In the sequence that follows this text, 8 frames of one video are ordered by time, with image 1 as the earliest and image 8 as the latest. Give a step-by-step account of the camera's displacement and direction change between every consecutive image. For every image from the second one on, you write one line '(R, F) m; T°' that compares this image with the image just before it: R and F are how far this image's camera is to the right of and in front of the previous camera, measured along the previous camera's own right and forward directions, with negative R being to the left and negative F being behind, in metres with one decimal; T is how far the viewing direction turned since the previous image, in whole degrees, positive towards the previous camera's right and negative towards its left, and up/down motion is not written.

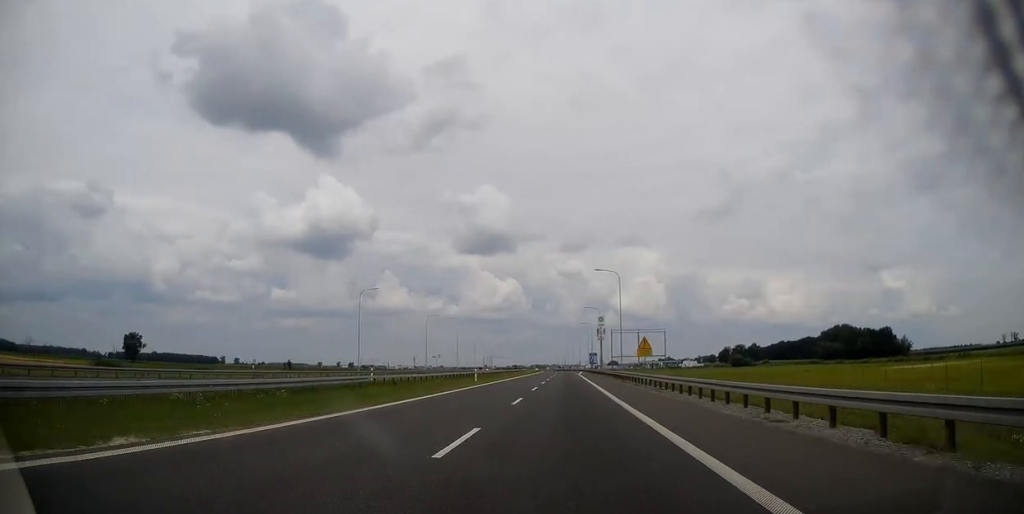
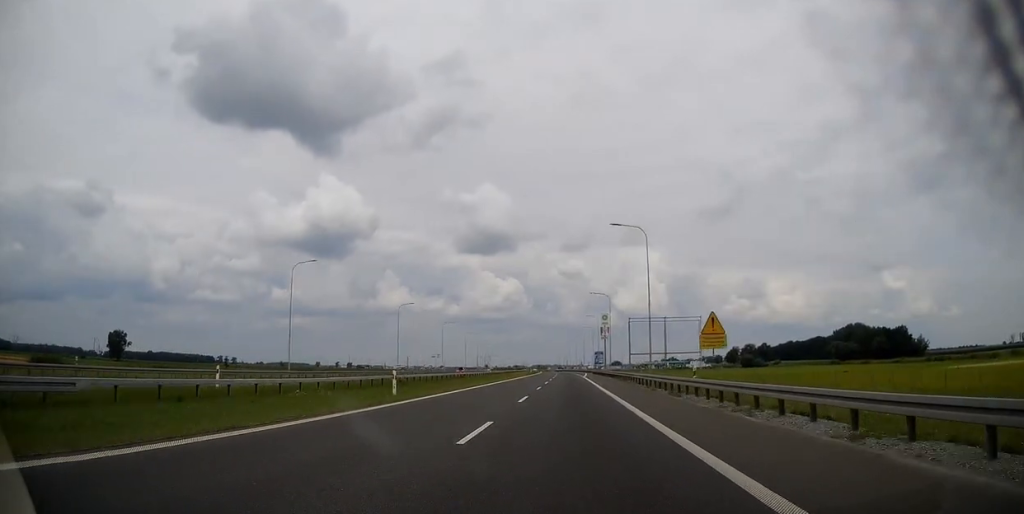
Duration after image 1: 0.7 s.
(0.0, +23.0) m; 0°
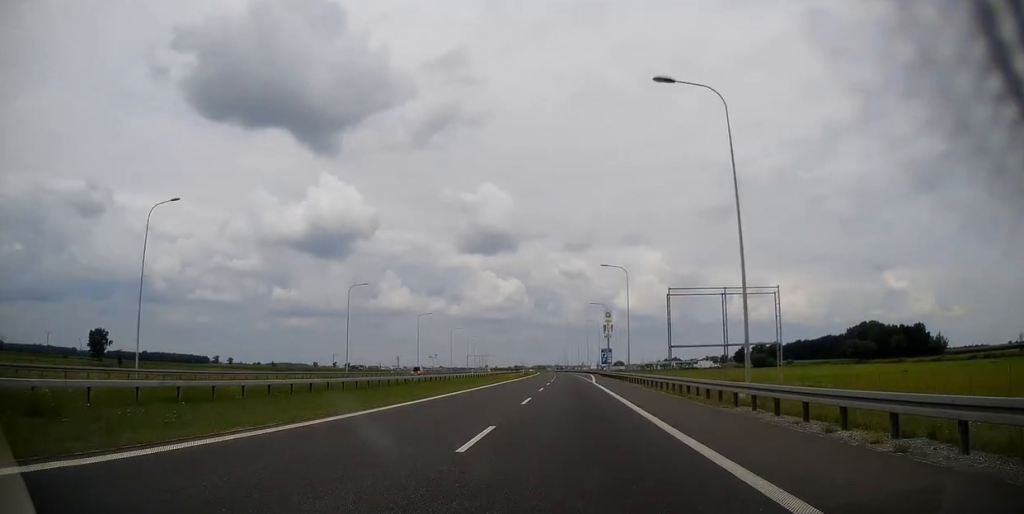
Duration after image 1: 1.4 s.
(0.0, +25.3) m; 0°
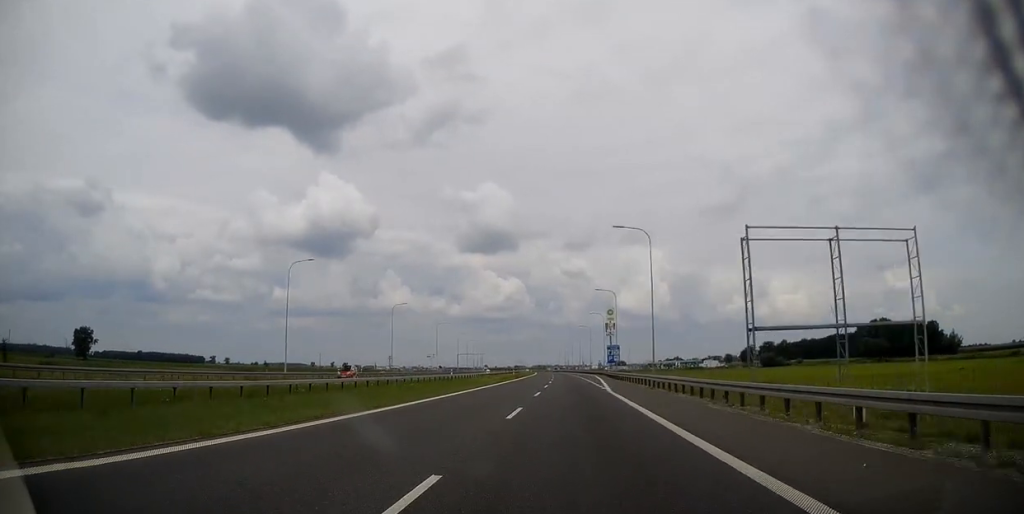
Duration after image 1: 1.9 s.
(-0.1, +18.4) m; 0°
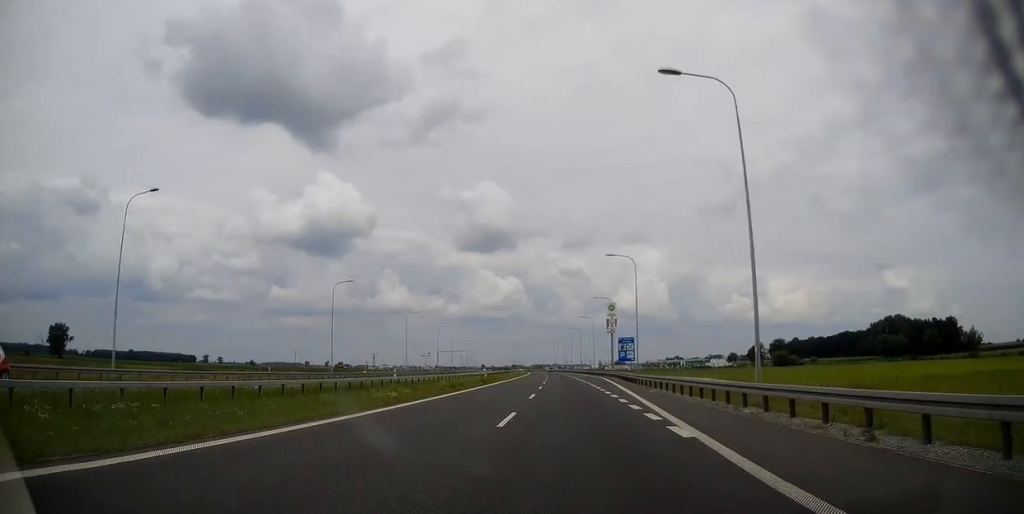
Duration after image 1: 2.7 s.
(0.0, +26.5) m; 0°
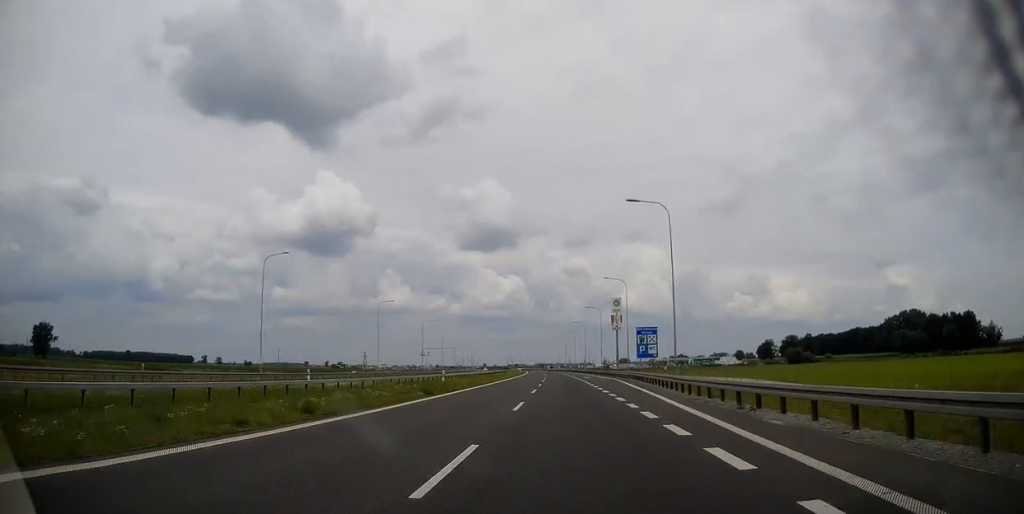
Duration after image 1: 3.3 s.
(+0.1, +19.5) m; 0°
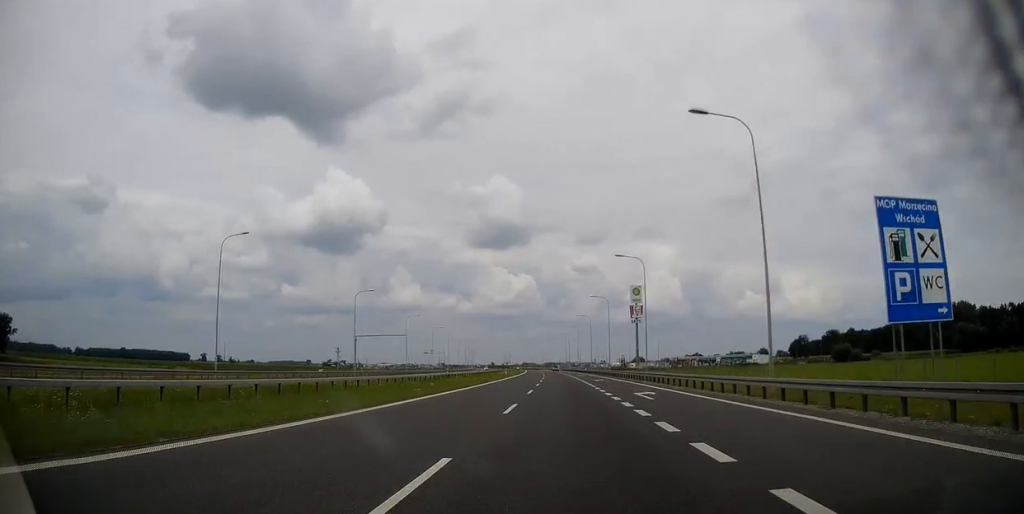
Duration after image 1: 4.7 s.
(-0.3, +50.6) m; -1°
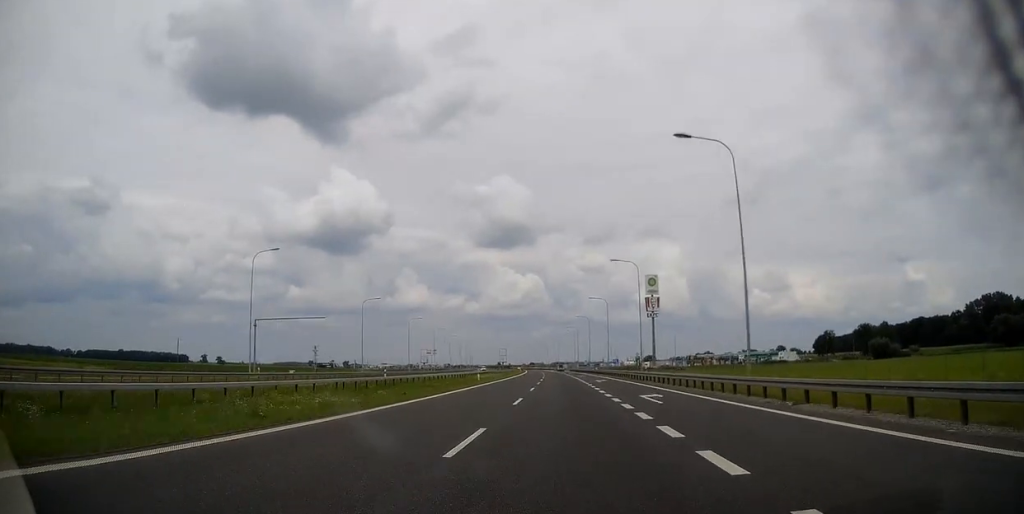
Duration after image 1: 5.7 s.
(-0.1, +32.3) m; -1°
